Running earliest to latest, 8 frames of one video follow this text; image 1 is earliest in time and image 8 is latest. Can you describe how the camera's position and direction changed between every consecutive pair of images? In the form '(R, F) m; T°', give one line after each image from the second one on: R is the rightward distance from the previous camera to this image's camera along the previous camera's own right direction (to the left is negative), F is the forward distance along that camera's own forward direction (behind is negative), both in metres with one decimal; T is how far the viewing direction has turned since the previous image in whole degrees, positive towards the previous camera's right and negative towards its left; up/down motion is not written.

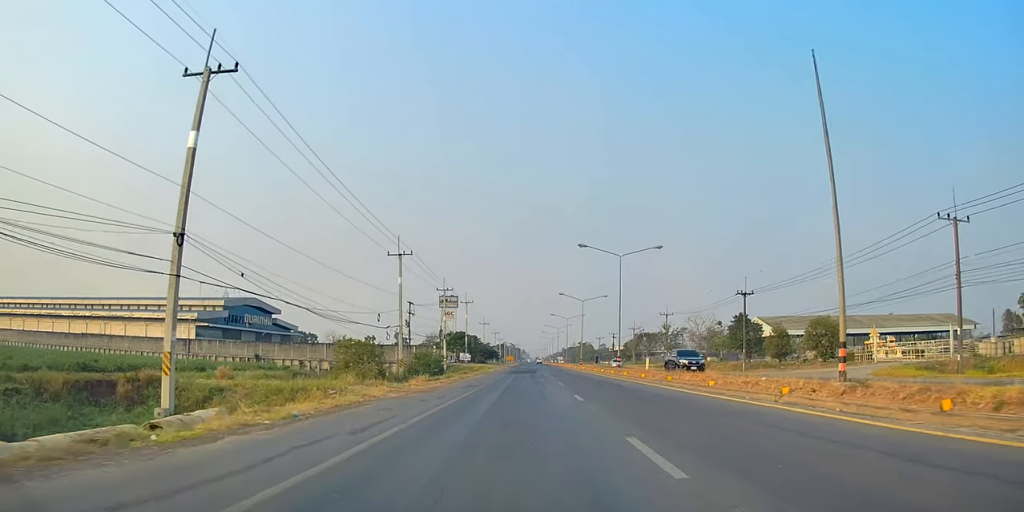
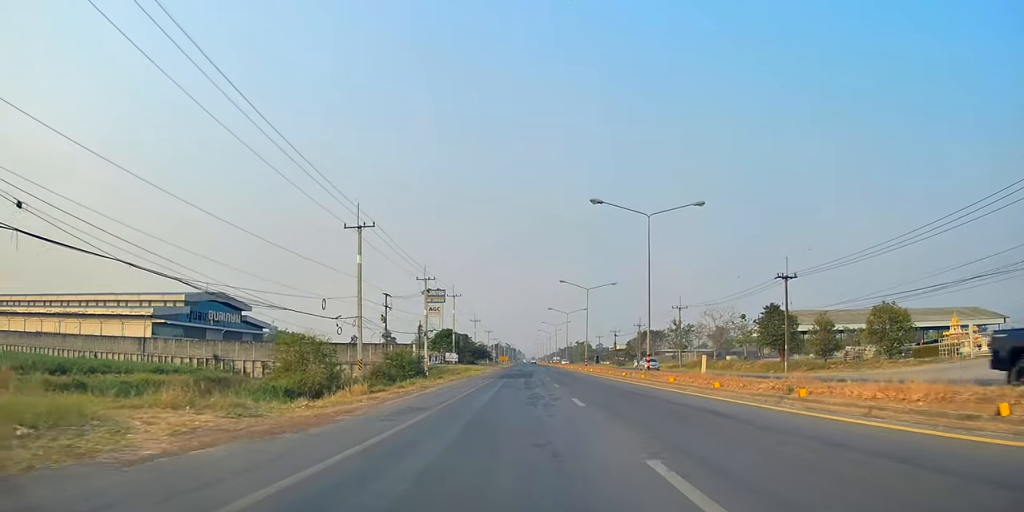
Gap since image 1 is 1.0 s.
(0.0, +13.9) m; 0°
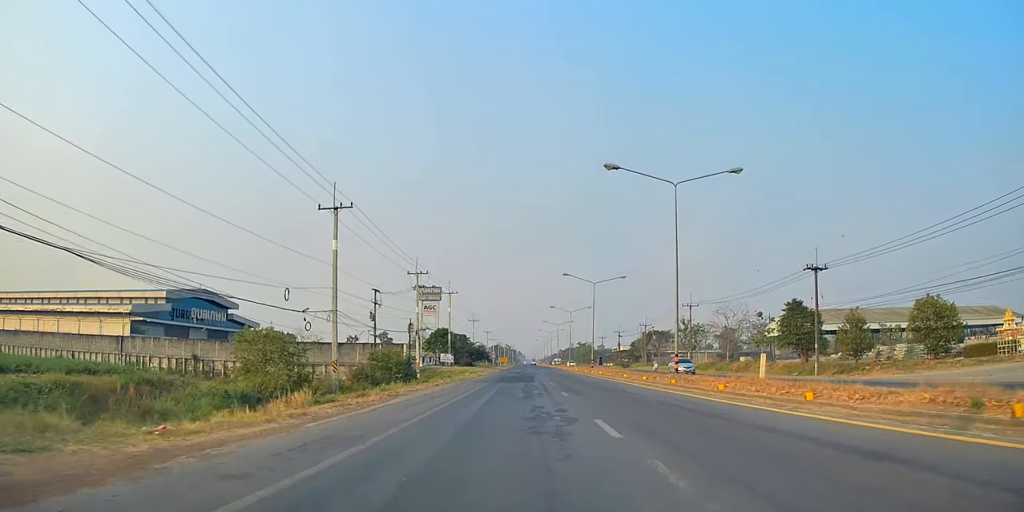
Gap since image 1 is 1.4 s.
(0.0, +6.6) m; 0°
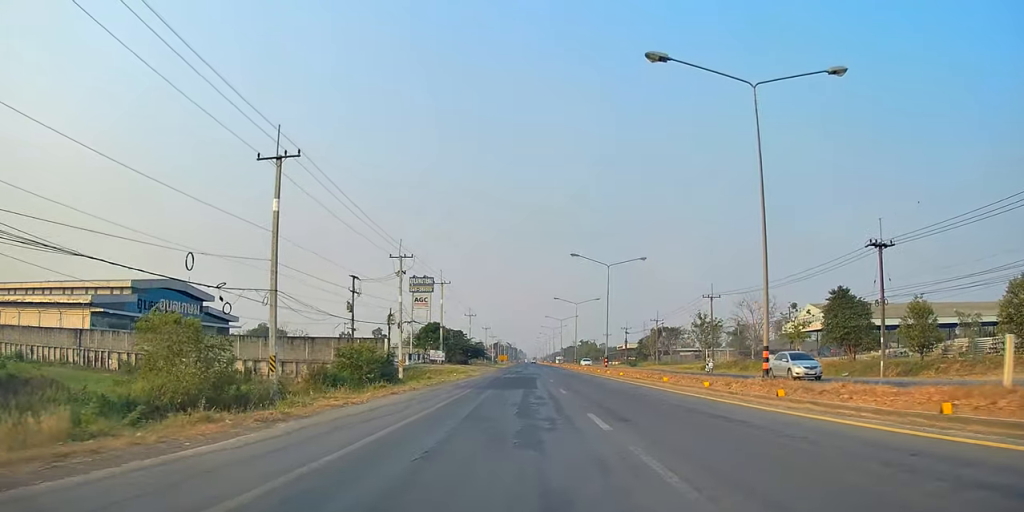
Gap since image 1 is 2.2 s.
(0.0, +11.1) m; 0°
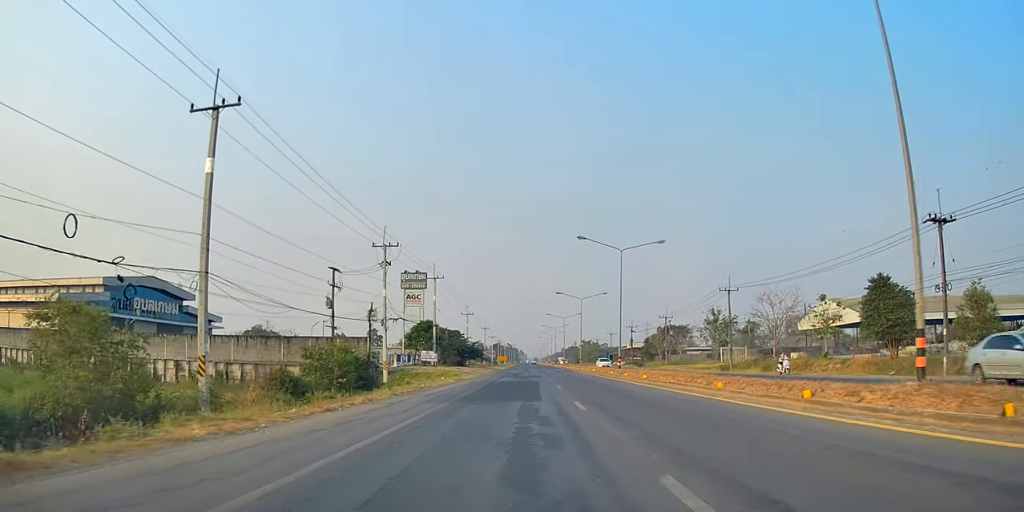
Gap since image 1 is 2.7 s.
(0.0, +7.6) m; 0°
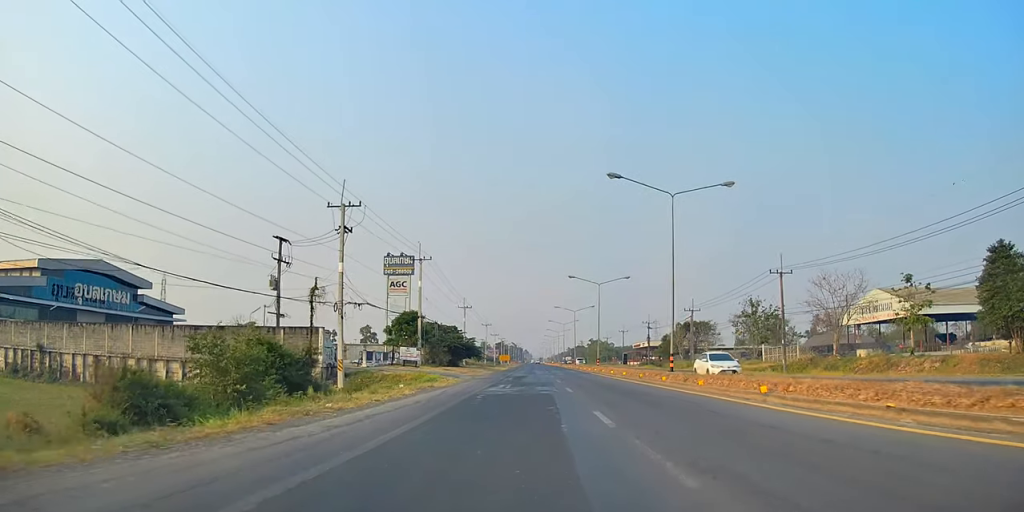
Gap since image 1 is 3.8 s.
(+0.1, +15.5) m; +3°
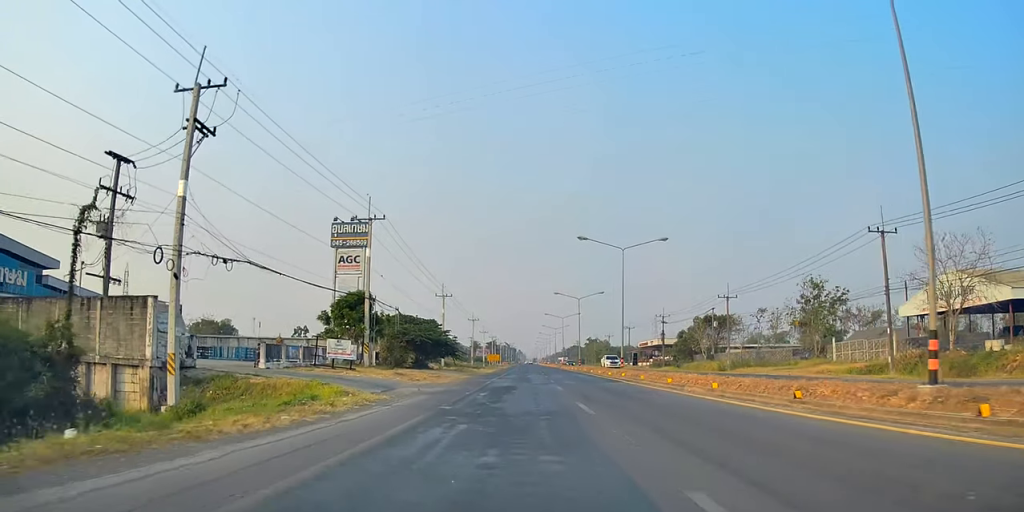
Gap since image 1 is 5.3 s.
(+0.3, +21.5) m; -1°
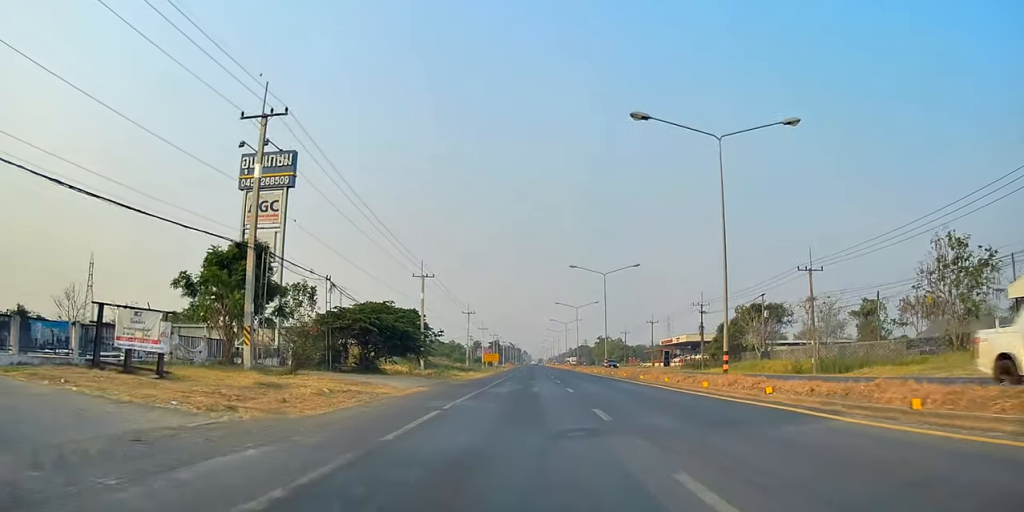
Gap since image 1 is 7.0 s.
(-0.5, +23.3) m; -1°
